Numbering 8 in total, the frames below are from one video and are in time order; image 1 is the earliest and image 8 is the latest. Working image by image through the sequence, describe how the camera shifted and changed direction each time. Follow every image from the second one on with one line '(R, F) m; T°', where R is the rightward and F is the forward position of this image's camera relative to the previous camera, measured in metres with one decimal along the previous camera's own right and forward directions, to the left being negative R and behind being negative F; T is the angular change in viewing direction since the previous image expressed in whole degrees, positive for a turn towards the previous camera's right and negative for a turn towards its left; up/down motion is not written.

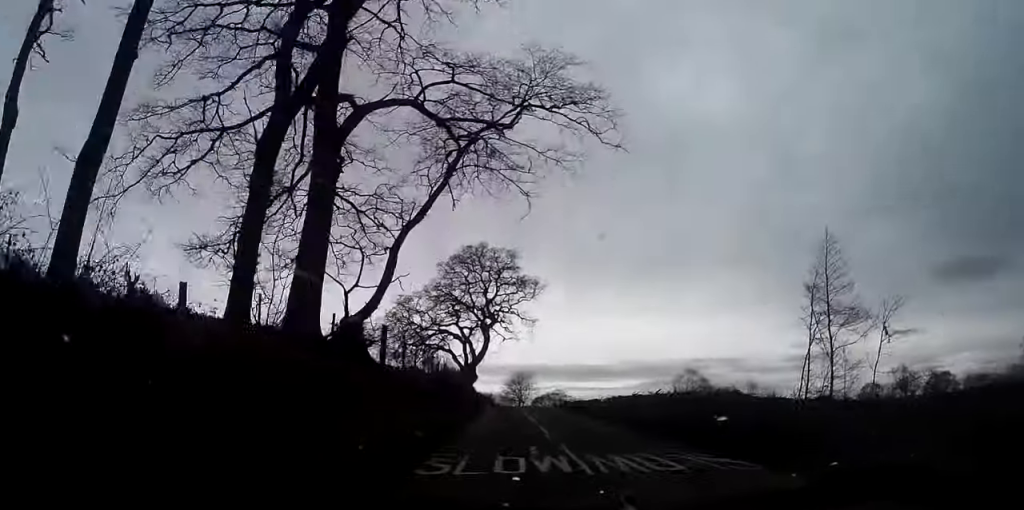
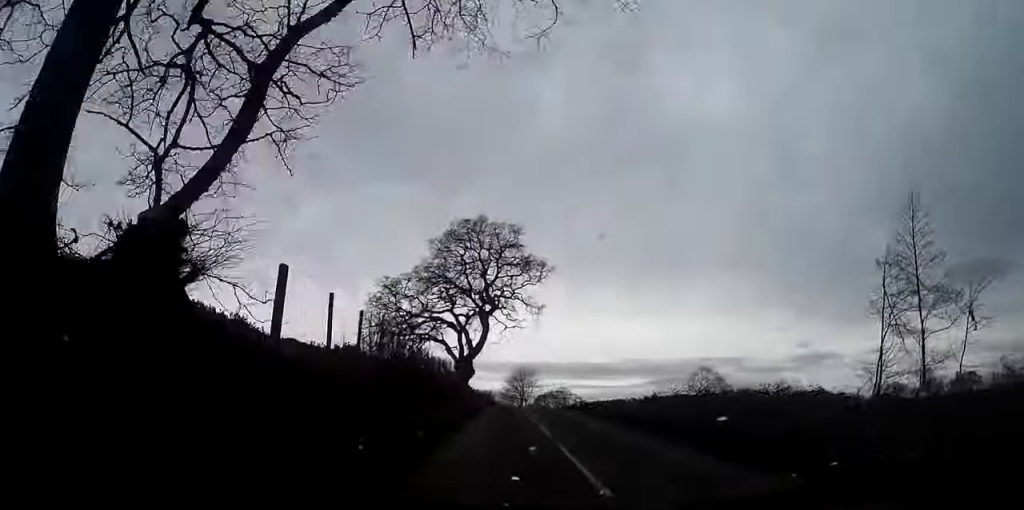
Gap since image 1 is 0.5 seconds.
(0.0, +11.3) m; 0°
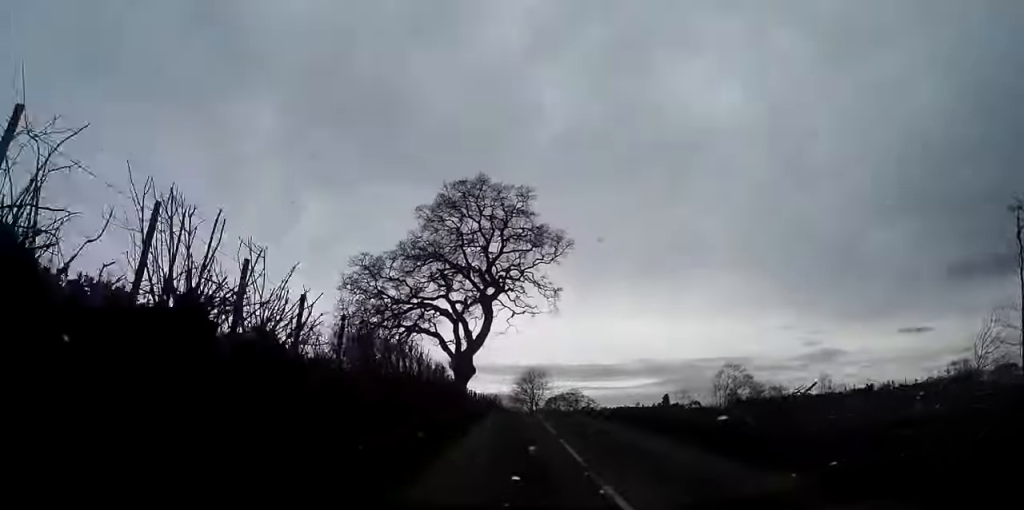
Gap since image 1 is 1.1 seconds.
(0.0, +14.1) m; 0°
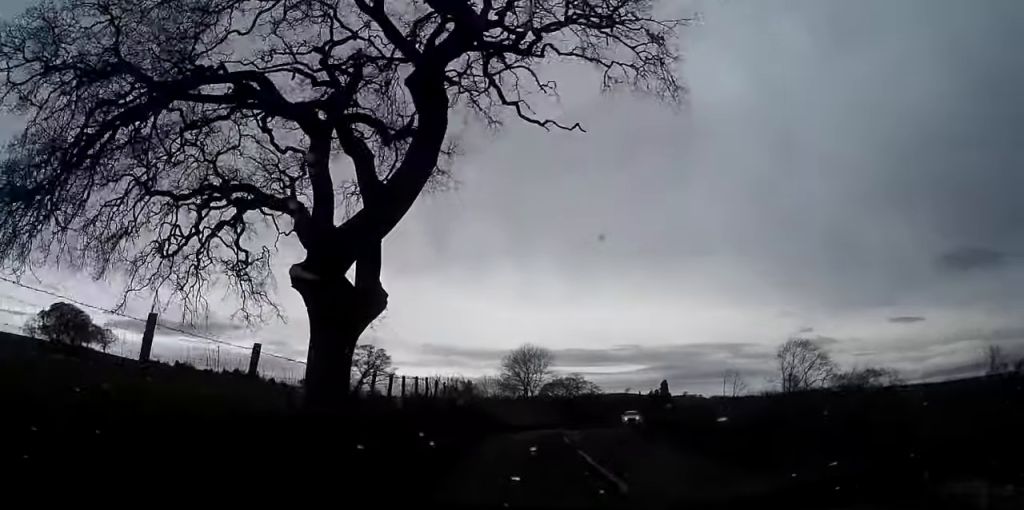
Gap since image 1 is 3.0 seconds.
(-0.2, +39.4) m; 0°
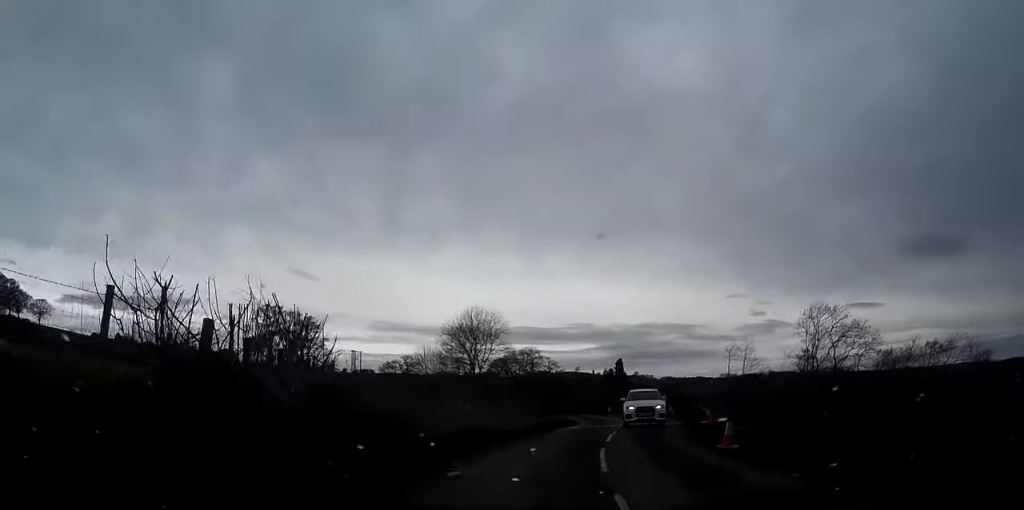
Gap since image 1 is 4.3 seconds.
(+0.7, +24.6) m; +4°
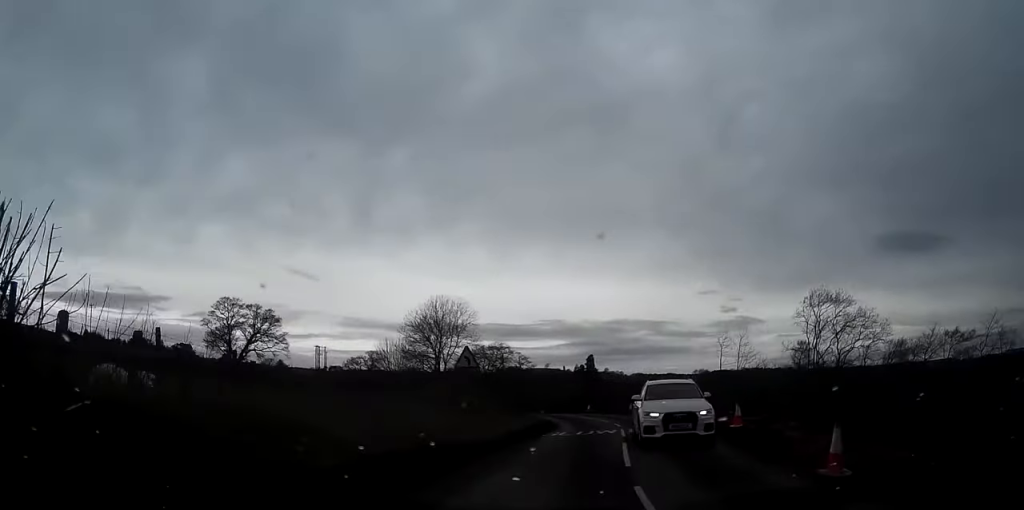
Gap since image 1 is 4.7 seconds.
(+0.3, +8.2) m; +2°
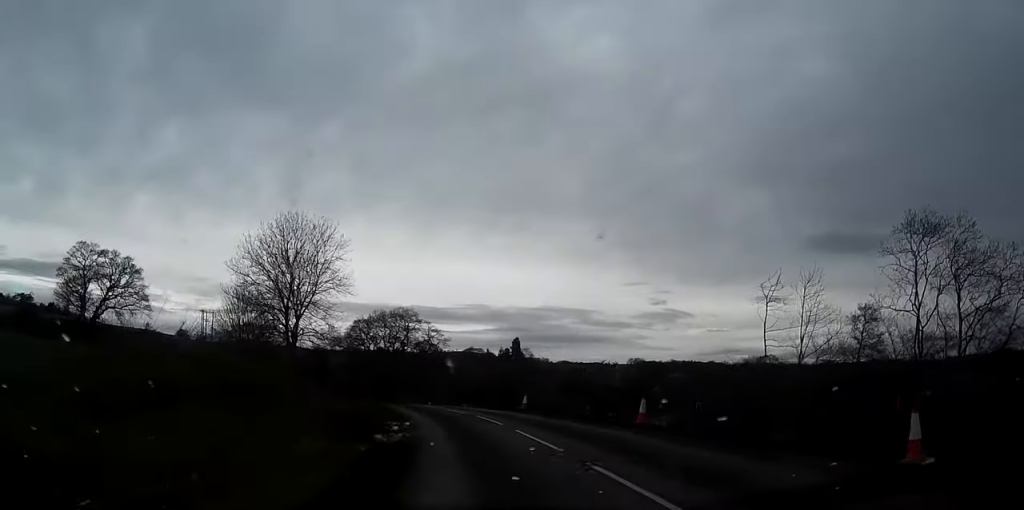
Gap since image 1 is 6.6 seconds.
(+0.3, +34.3) m; 0°
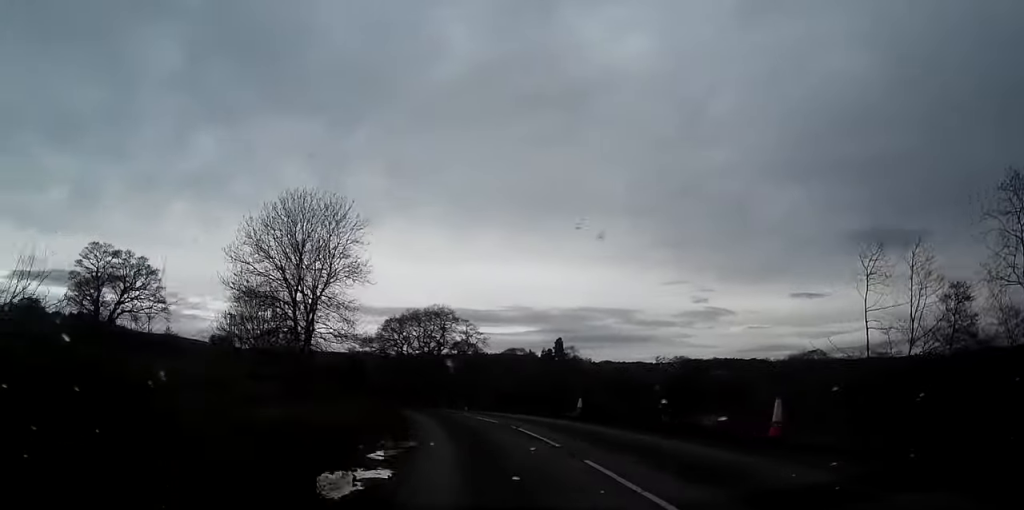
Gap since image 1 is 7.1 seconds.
(0.0, +8.4) m; 0°
